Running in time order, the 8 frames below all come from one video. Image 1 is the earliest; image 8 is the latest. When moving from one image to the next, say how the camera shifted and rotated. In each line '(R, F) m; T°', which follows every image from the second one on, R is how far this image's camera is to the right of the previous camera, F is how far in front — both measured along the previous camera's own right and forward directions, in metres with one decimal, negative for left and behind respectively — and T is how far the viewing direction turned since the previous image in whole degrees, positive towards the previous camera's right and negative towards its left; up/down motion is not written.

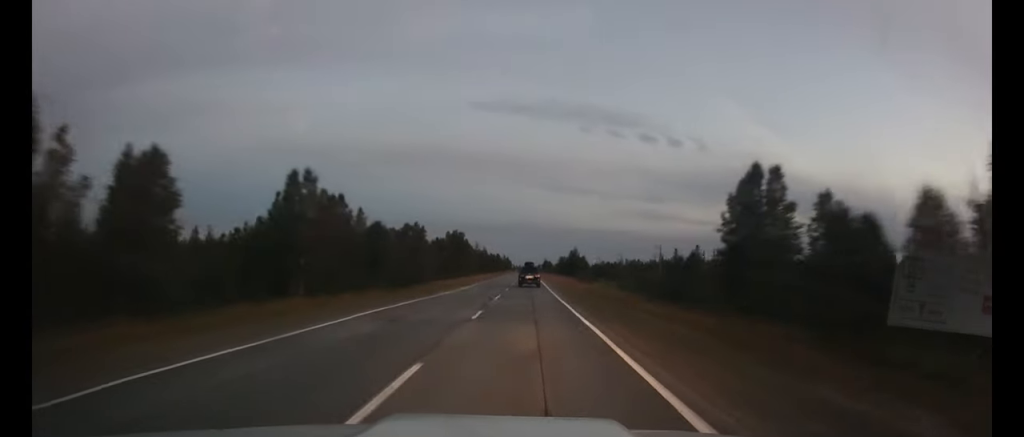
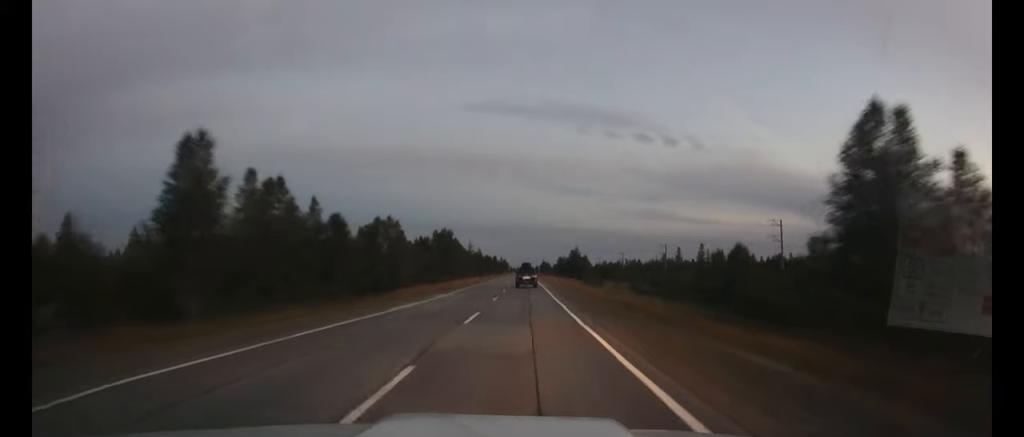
(0.0, +11.7) m; 0°
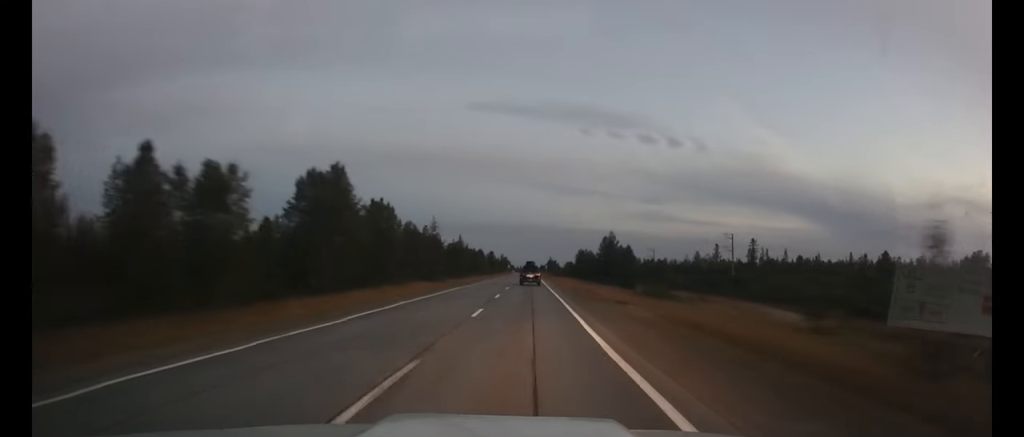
(-0.1, +58.8) m; 0°
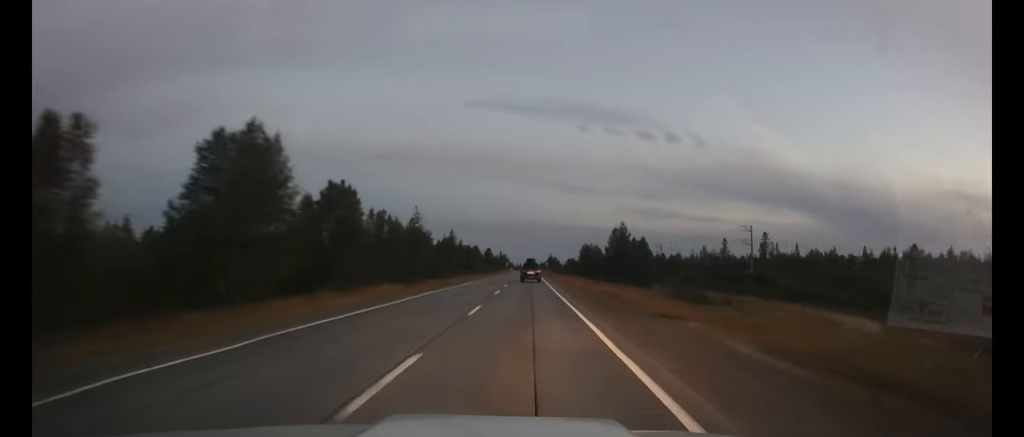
(0.0, +12.3) m; 0°
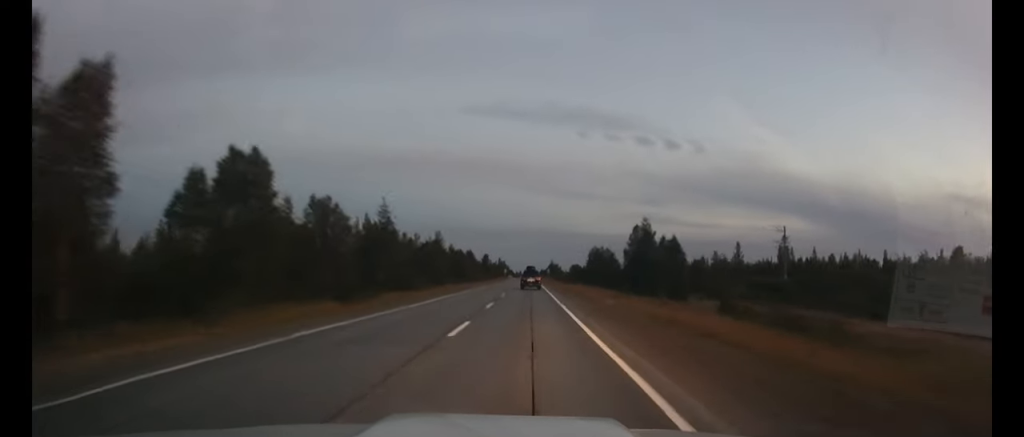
(0.0, +16.7) m; 0°
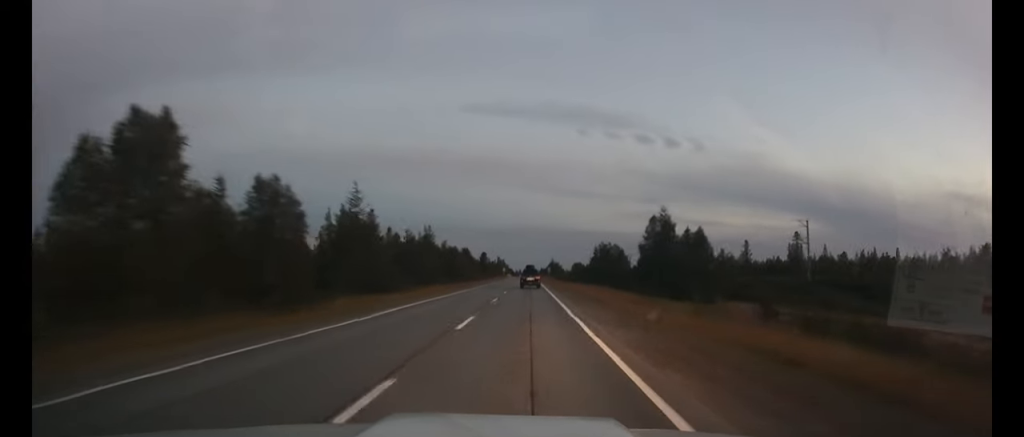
(0.0, +9.4) m; 0°
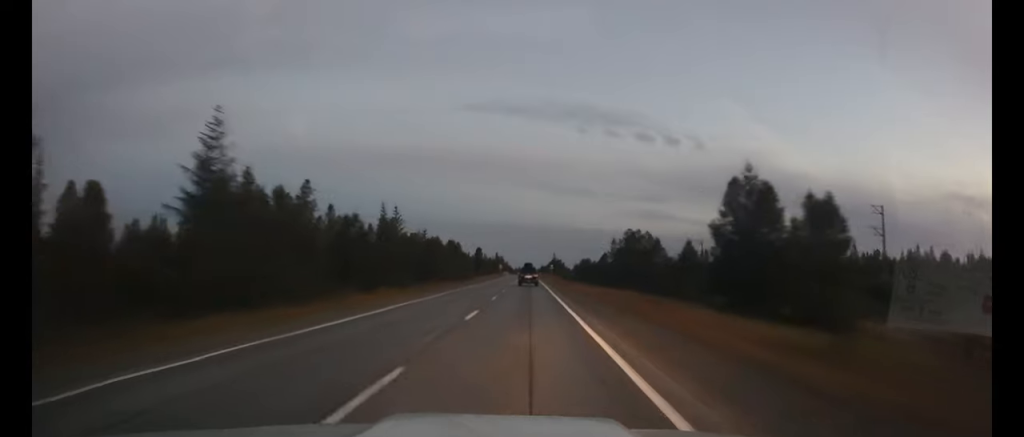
(0.0, +23.2) m; 0°
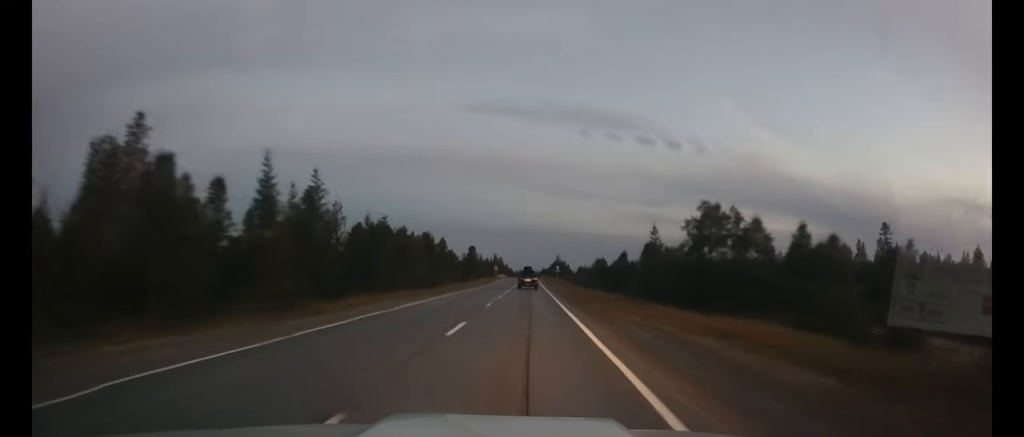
(0.0, +26.8) m; 0°
